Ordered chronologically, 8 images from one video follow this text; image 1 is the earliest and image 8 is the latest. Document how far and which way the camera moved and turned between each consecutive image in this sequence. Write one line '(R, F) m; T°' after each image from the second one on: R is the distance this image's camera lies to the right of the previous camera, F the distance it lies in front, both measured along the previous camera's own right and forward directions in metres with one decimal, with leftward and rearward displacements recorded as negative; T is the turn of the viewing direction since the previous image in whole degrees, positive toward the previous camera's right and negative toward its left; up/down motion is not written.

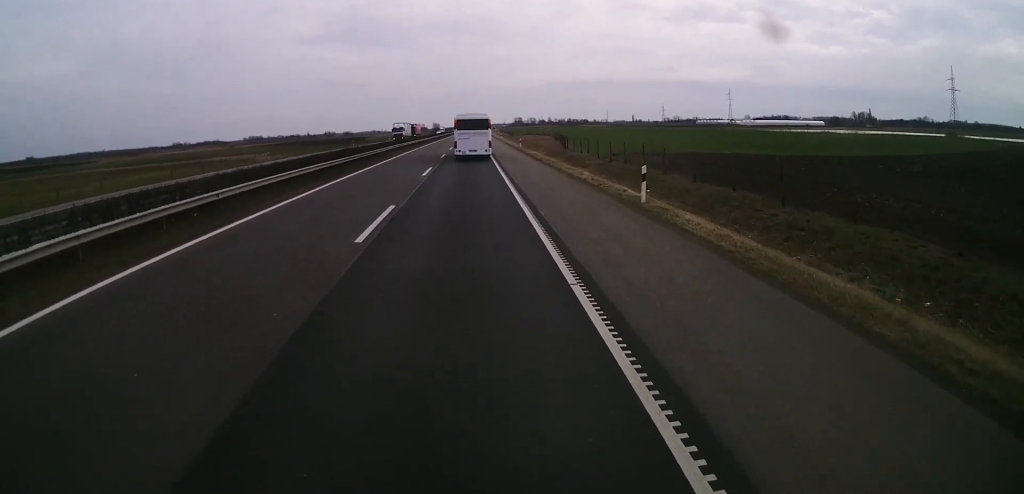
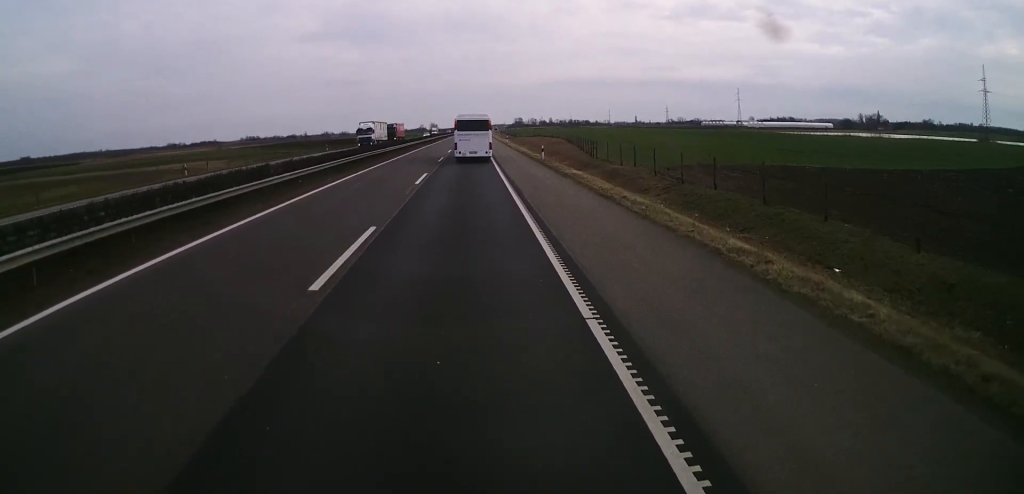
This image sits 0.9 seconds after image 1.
(+0.1, +21.6) m; 0°
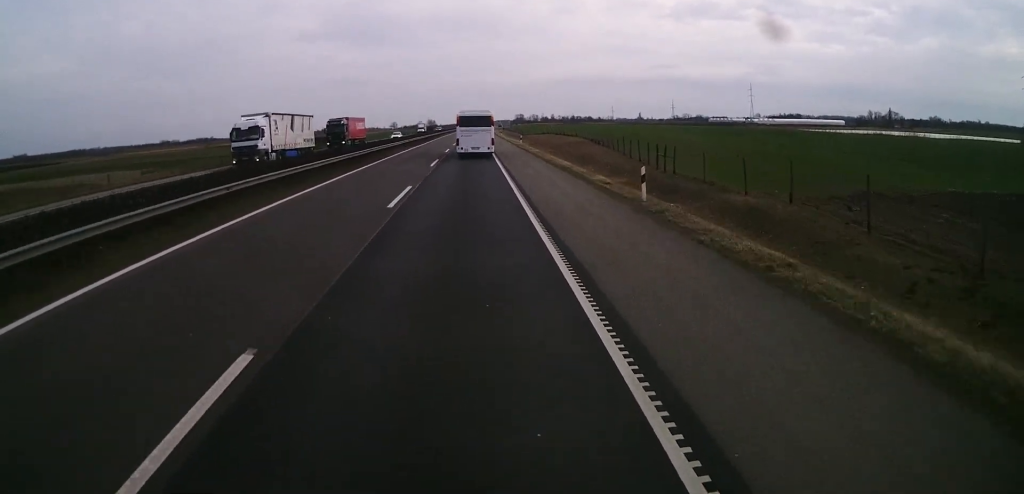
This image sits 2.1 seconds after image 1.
(0.0, +27.1) m; -1°
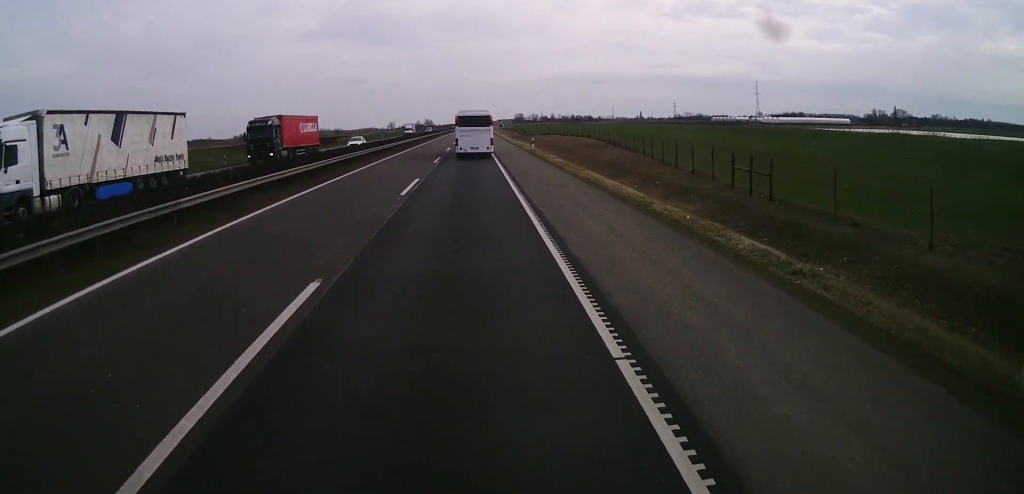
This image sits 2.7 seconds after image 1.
(-0.2, +14.6) m; 0°
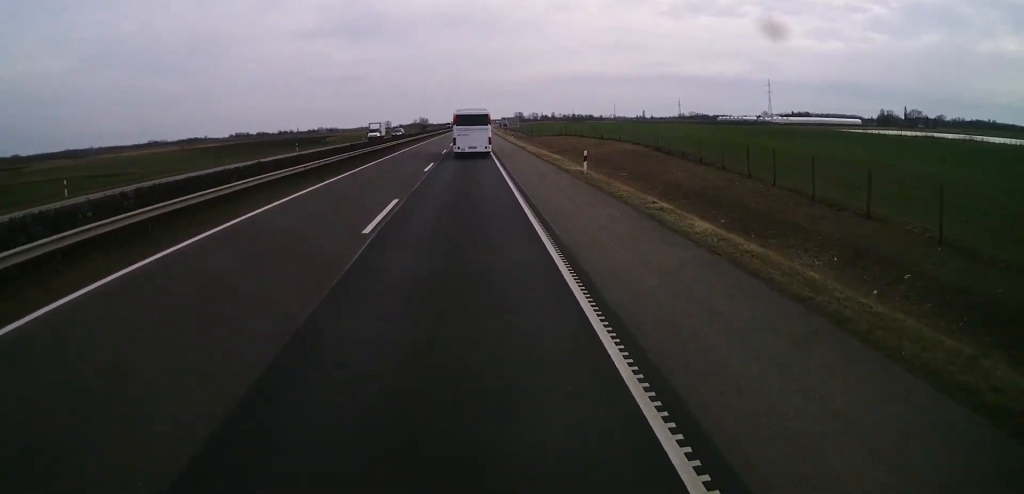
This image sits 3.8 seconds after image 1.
(-0.1, +25.4) m; +1°
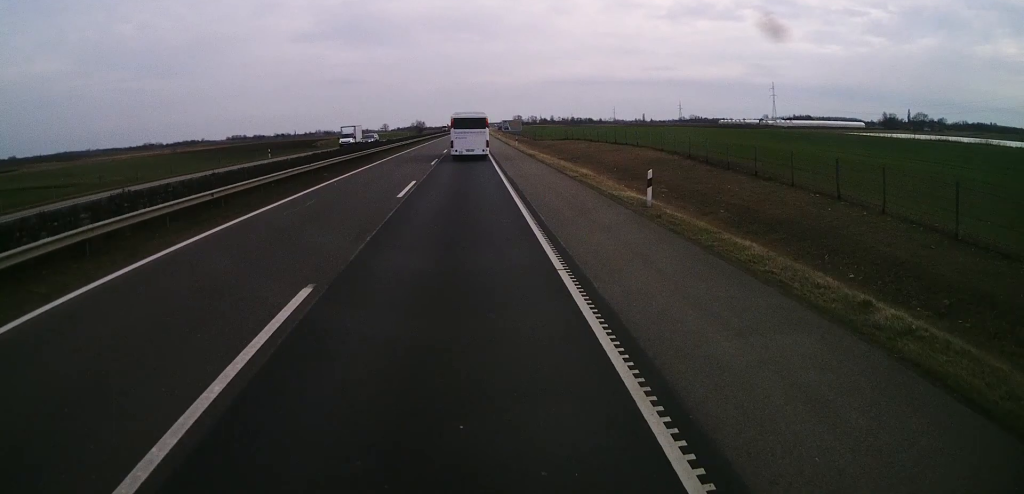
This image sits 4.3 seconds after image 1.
(+0.1, +10.8) m; +1°
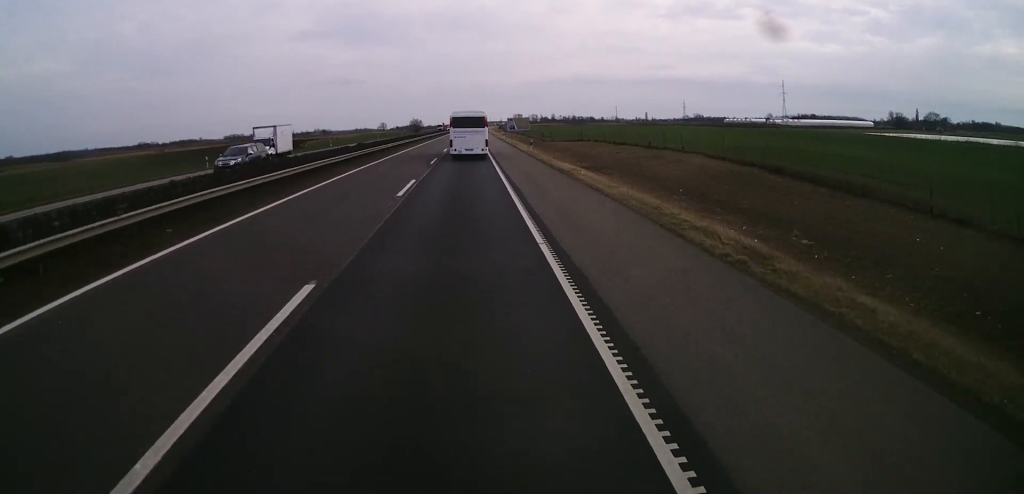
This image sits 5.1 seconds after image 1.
(0.0, +17.7) m; +1°
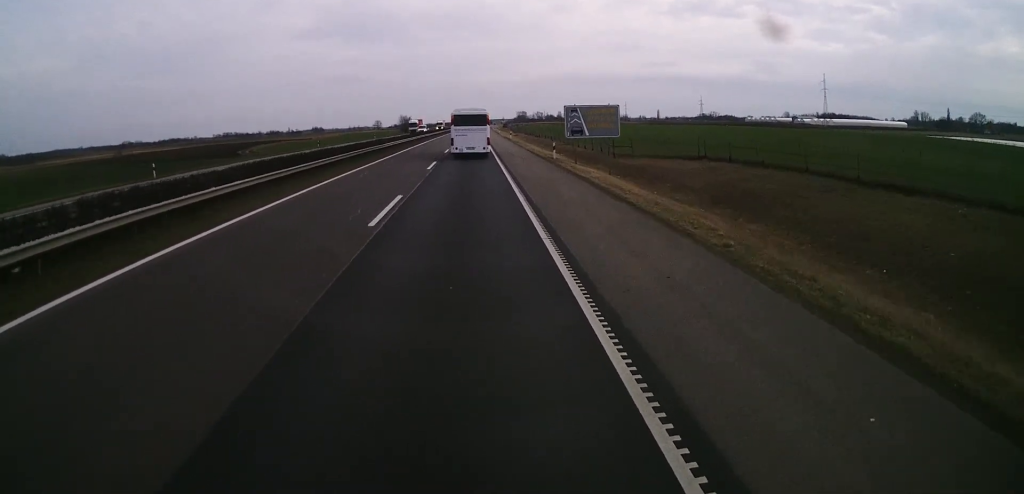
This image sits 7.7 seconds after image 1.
(-0.4, +60.2) m; -1°
